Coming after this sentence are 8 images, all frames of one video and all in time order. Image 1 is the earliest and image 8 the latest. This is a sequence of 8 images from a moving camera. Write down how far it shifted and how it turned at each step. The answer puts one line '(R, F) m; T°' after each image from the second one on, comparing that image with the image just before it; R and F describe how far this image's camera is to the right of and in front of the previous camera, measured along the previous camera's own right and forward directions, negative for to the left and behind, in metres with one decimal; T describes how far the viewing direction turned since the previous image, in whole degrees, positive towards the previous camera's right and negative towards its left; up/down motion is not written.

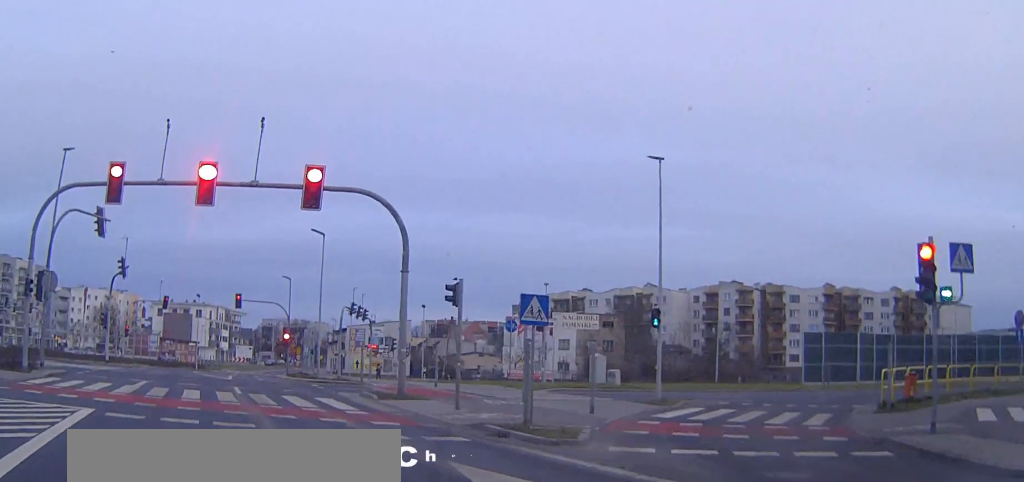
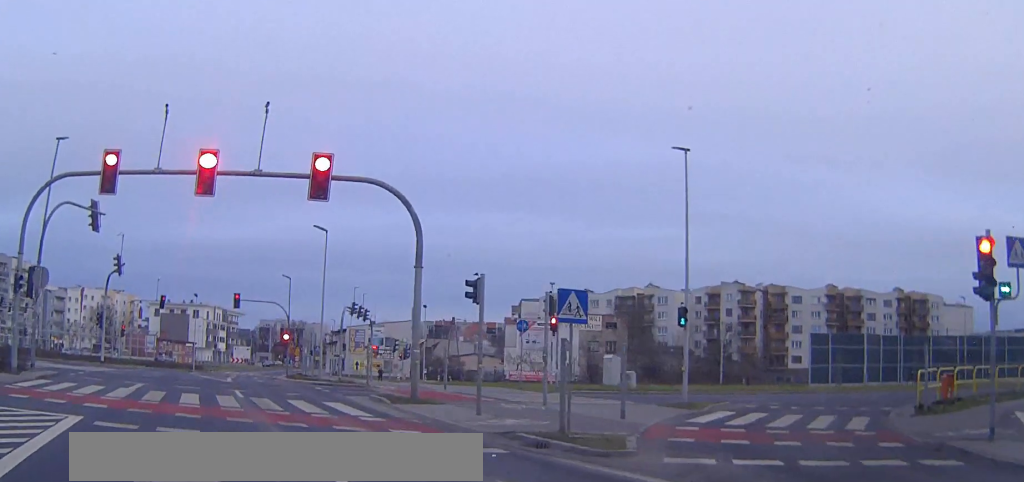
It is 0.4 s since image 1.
(0.0, +1.9) m; 0°
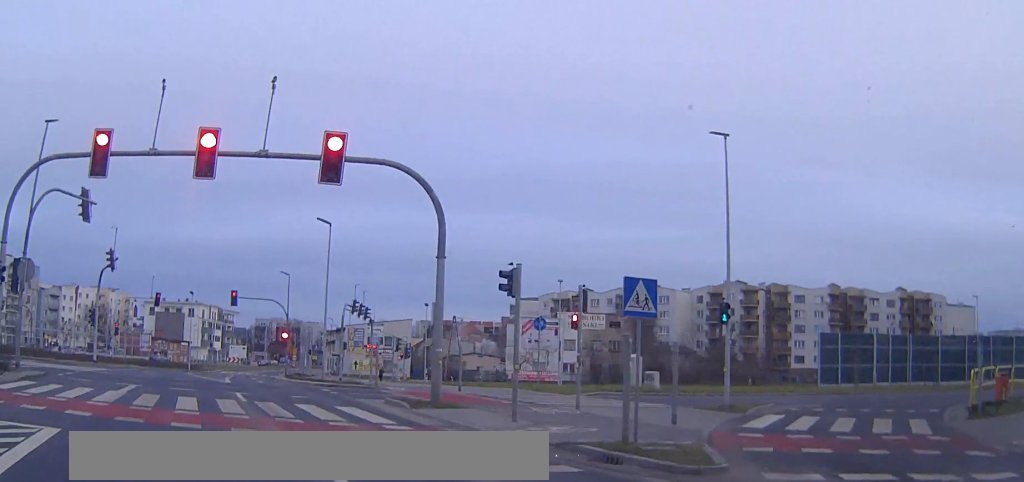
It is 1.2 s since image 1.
(0.0, +2.7) m; +1°
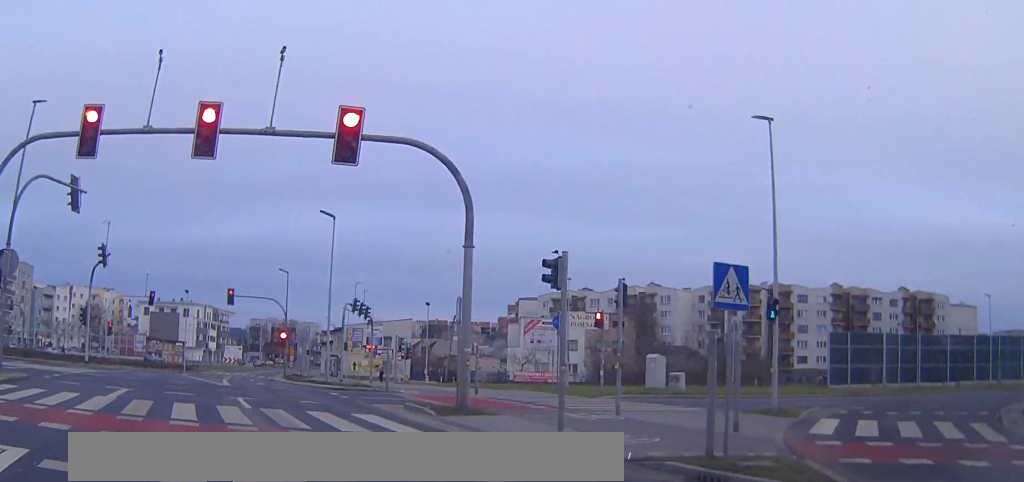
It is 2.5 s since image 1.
(0.0, +2.7) m; 0°
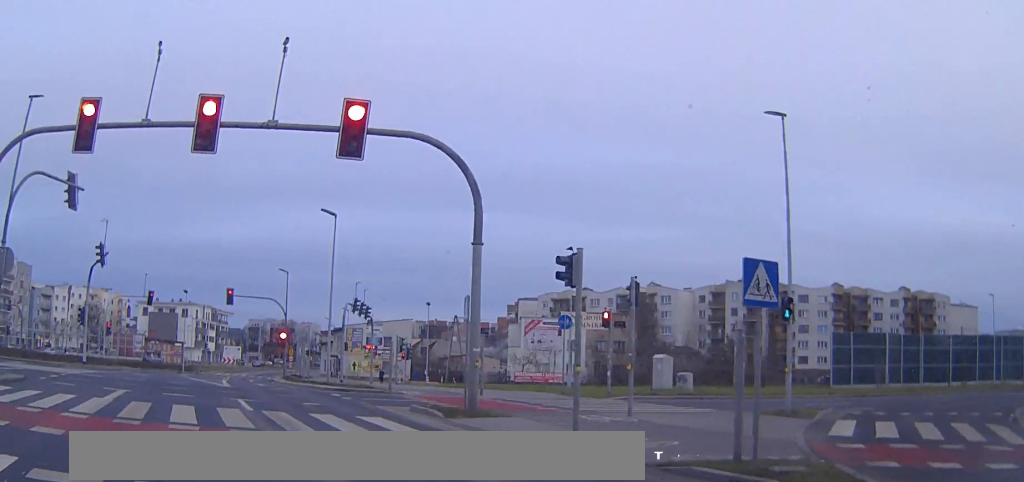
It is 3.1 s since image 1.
(0.0, +0.7) m; 0°
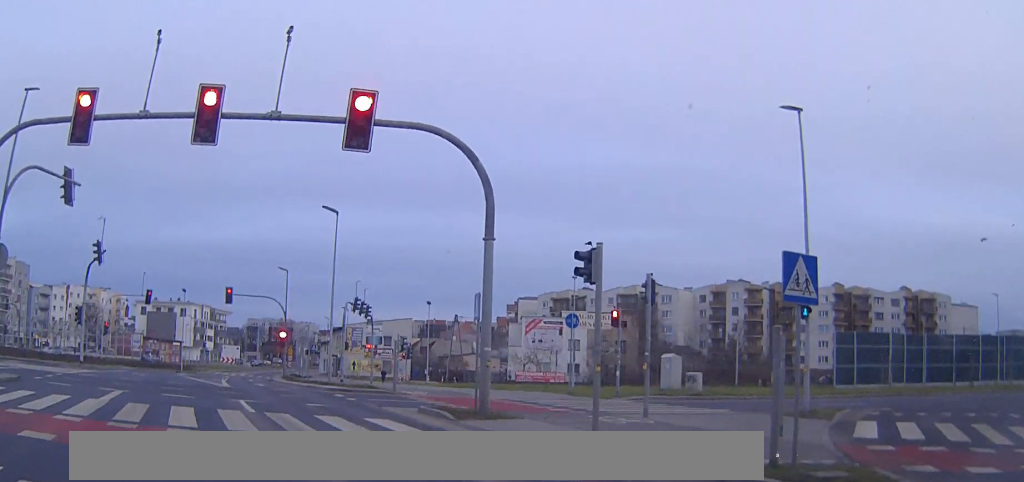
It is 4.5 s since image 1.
(-0.1, +0.9) m; 0°
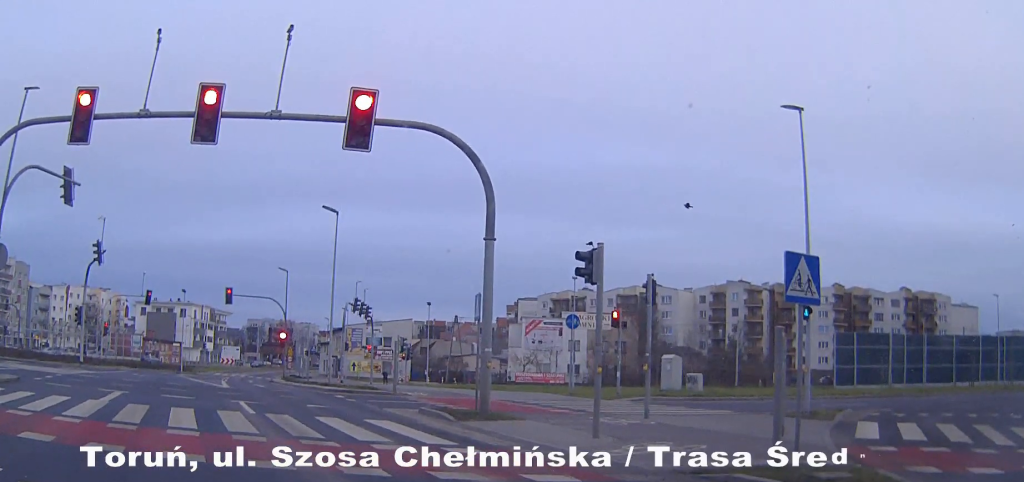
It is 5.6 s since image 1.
(0.0, +0.2) m; 0°
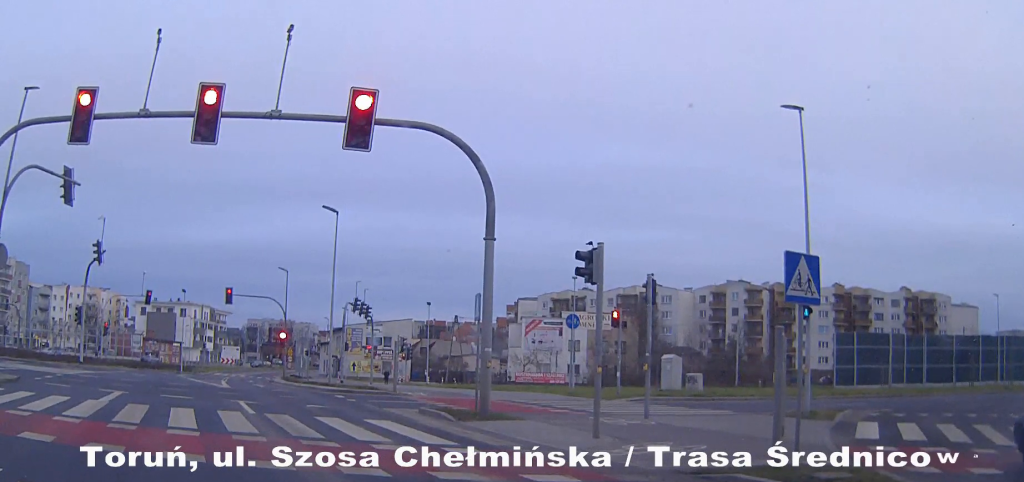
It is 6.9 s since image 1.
(0.0, 0.0) m; 0°
